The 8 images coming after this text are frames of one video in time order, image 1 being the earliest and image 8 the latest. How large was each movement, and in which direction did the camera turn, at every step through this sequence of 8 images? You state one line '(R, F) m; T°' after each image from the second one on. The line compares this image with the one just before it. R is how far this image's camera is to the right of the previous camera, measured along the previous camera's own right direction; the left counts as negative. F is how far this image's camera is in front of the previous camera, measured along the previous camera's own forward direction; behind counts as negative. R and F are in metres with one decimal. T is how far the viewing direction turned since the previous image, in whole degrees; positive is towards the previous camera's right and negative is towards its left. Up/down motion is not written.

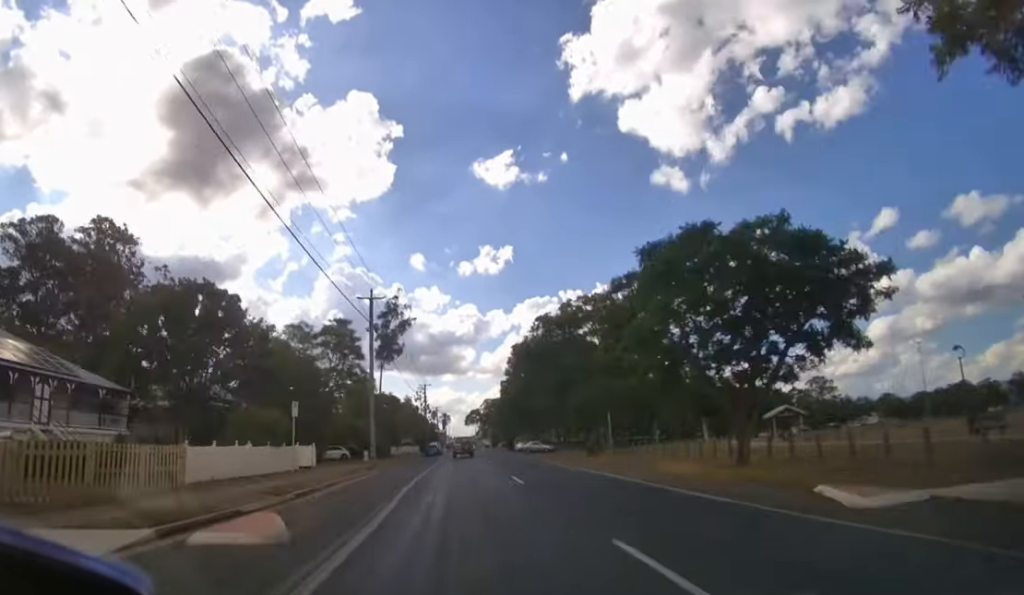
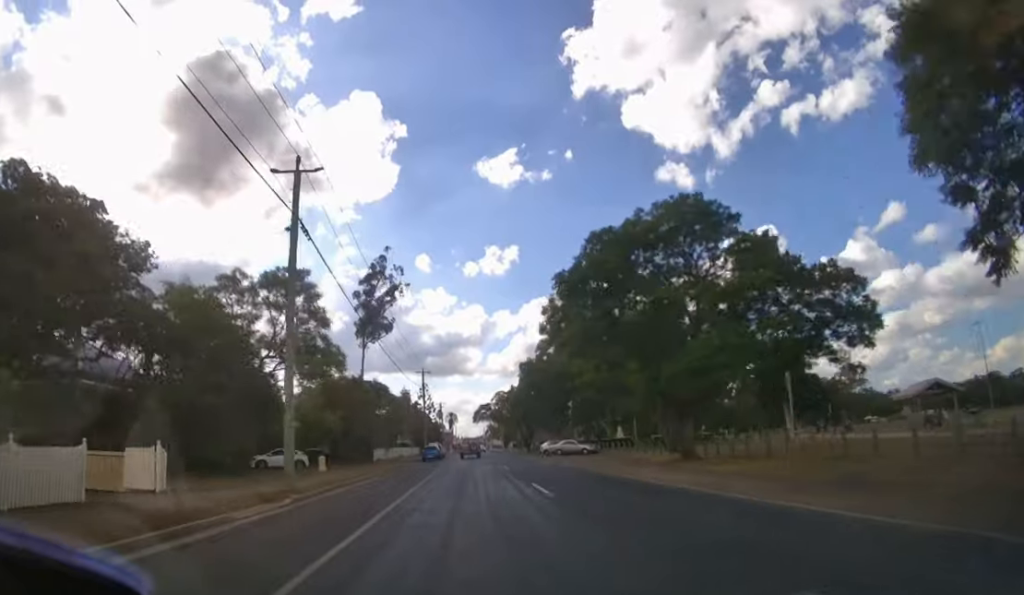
(0.0, +15.3) m; 0°
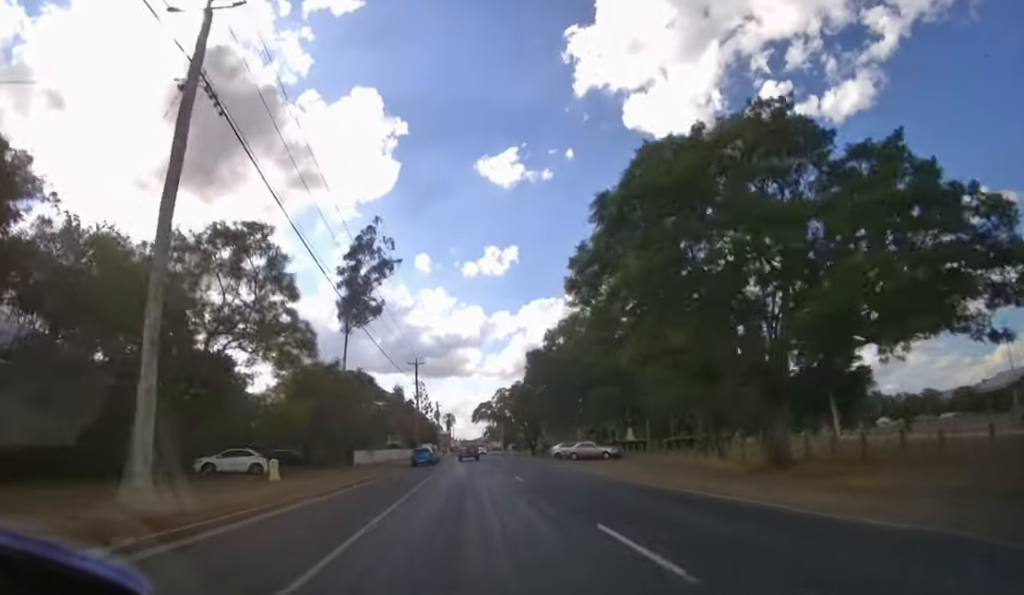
(0.0, +7.1) m; 0°
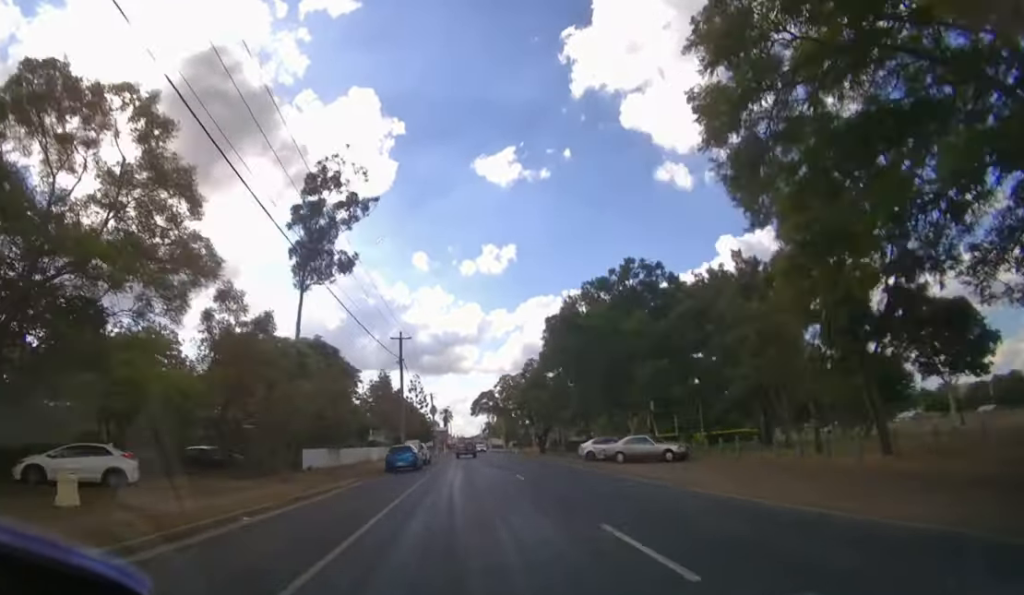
(0.0, +12.6) m; 0°
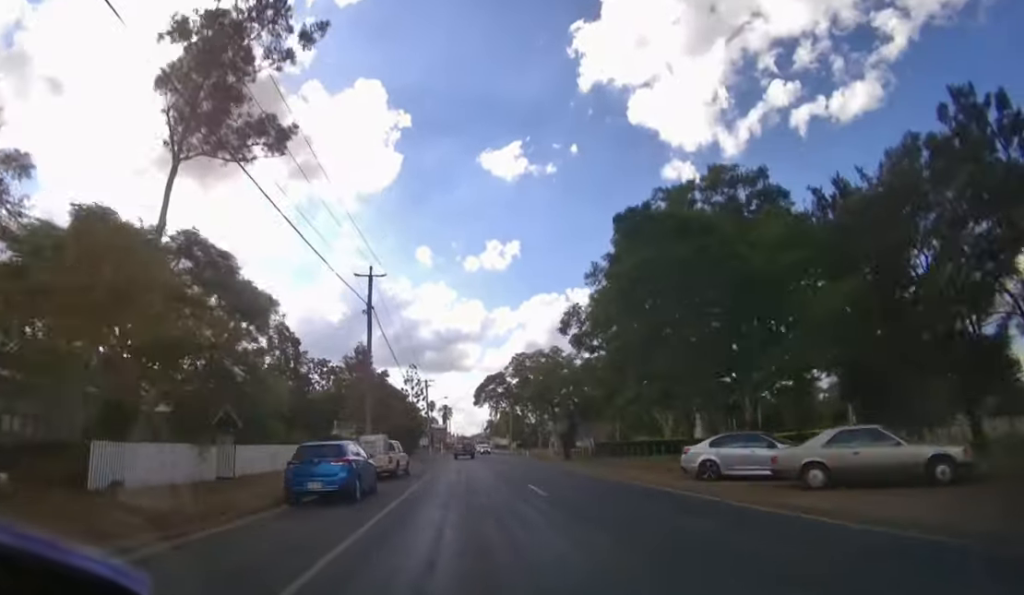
(+0.1, +18.1) m; 0°
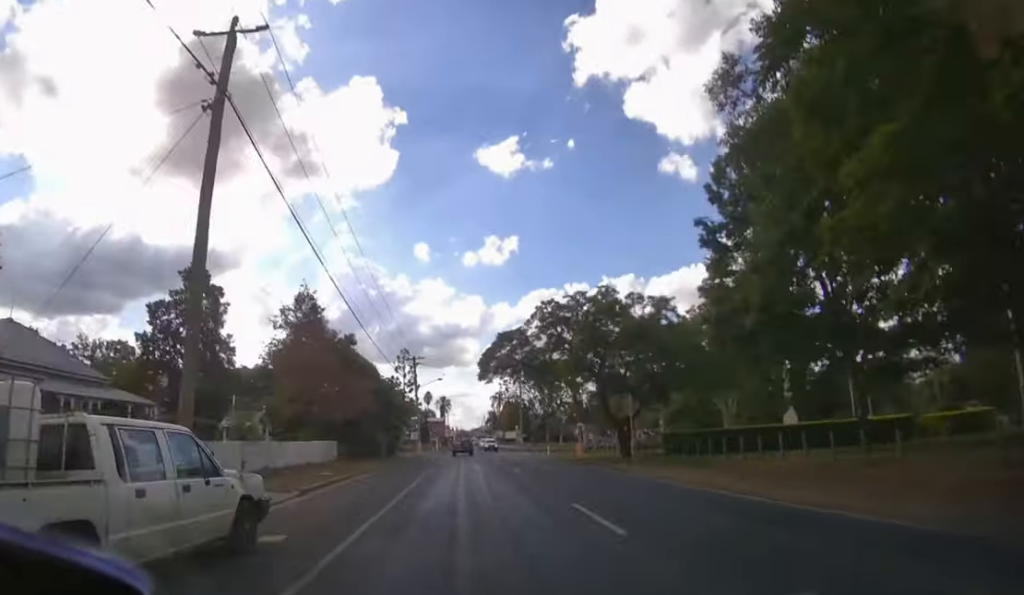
(0.0, +19.8) m; 0°
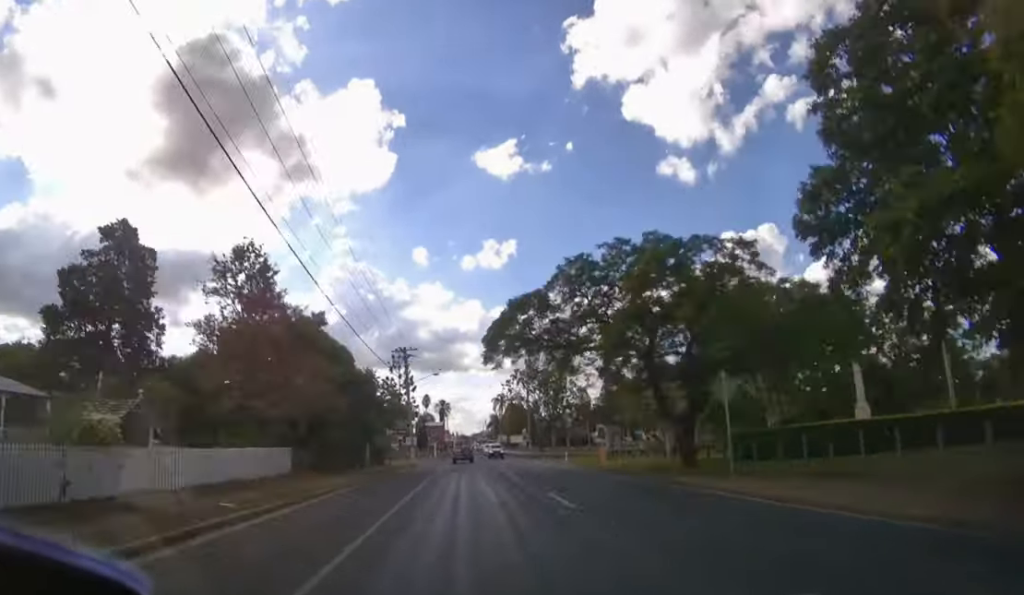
(0.0, +9.4) m; 0°
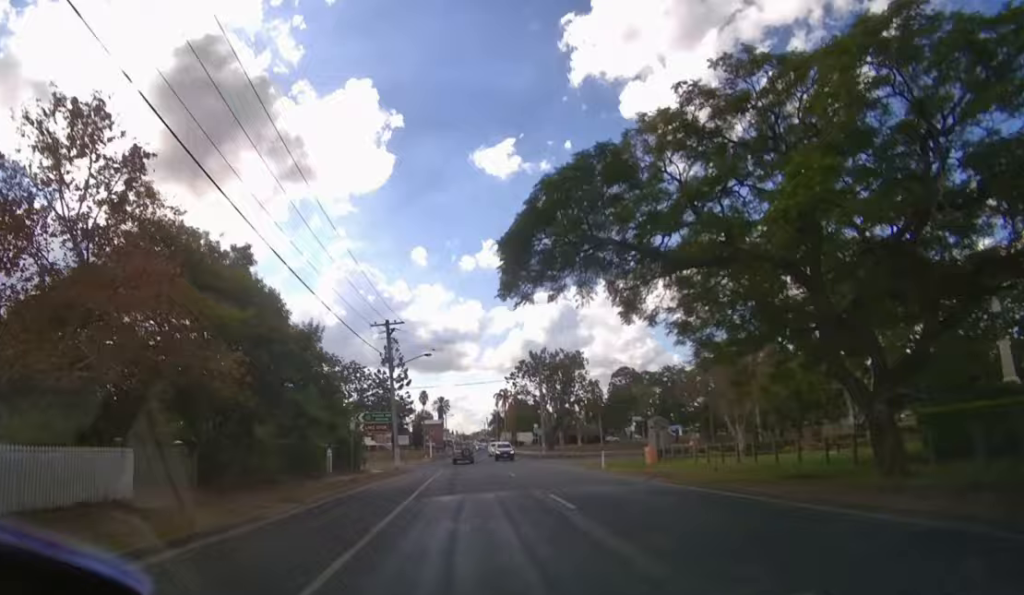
(0.0, +11.8) m; 0°
